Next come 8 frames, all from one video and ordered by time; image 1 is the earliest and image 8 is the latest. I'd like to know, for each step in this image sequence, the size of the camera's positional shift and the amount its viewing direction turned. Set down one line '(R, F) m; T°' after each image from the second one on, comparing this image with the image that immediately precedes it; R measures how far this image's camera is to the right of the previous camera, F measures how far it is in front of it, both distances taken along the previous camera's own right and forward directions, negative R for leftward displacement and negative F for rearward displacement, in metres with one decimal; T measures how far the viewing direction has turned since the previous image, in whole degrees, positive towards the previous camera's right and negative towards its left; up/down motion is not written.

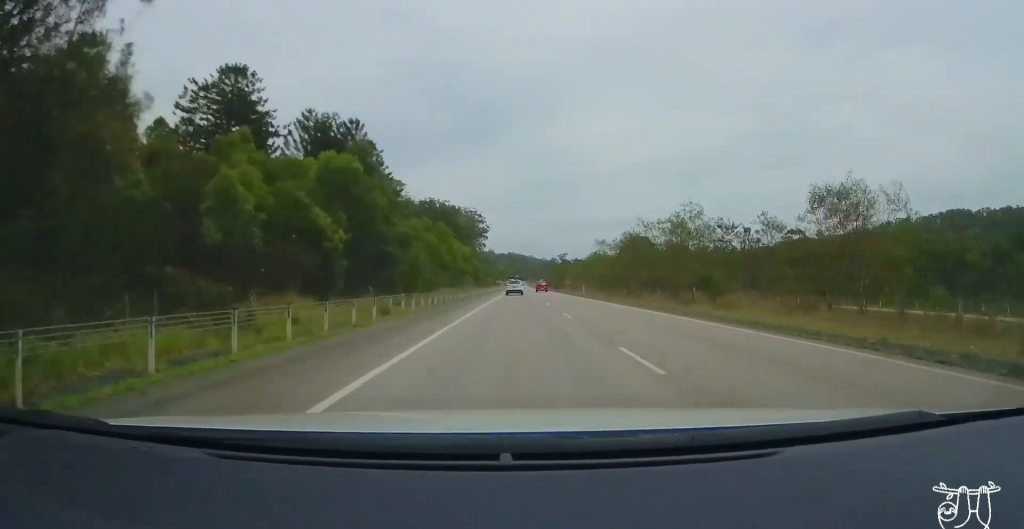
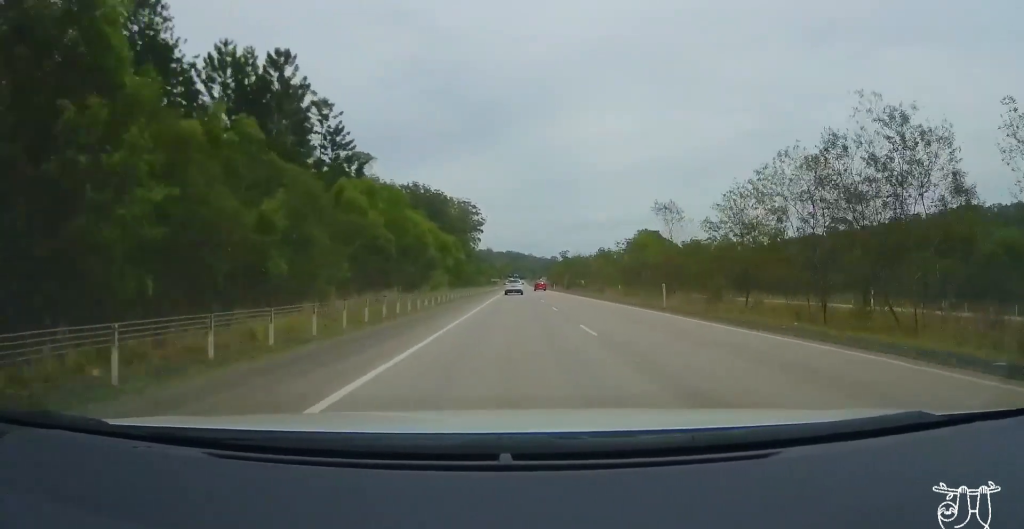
(-0.4, +30.3) m; 0°
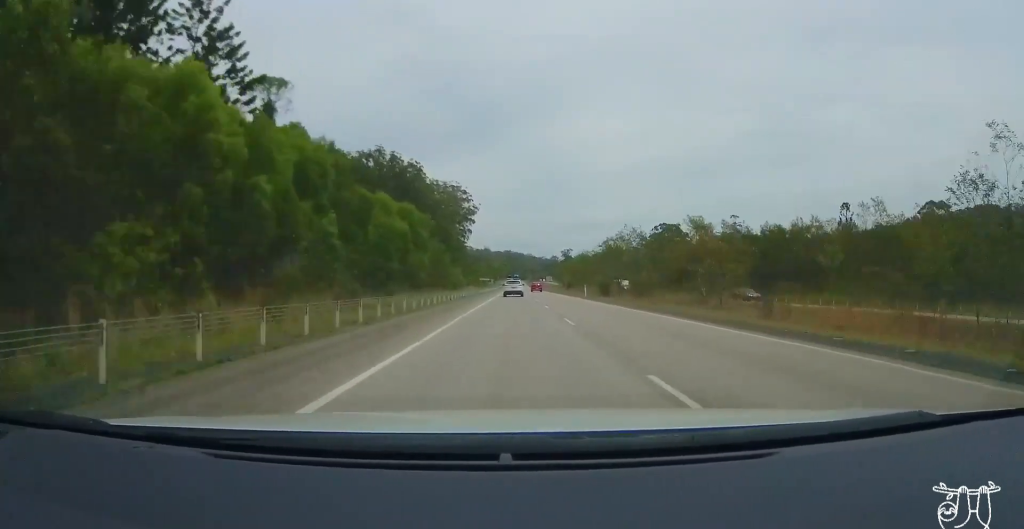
(+0.9, +43.8) m; +2°
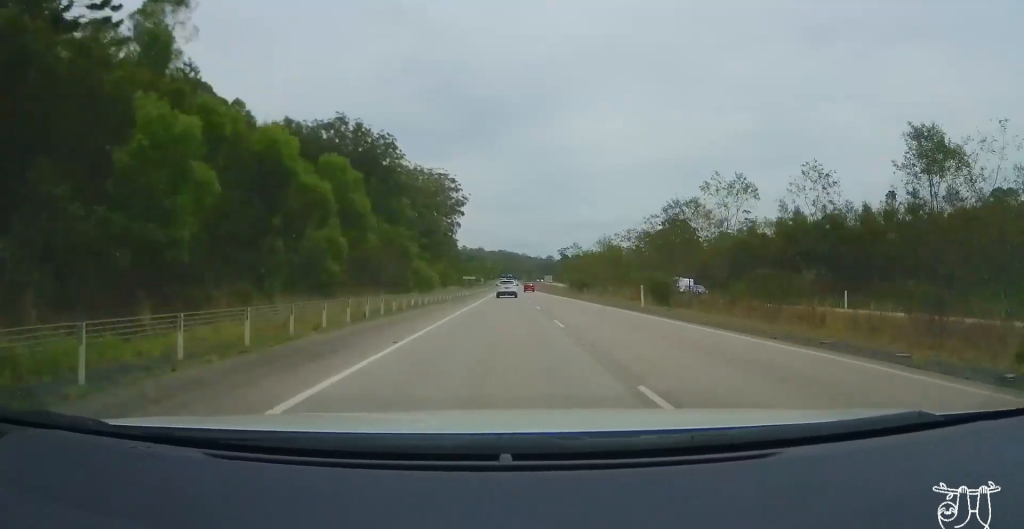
(+0.3, +24.8) m; 0°
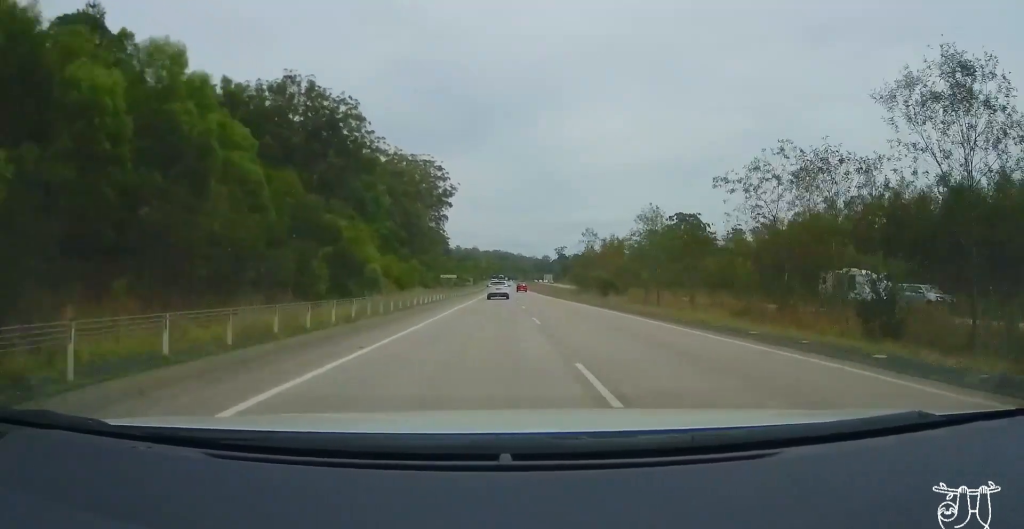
(-0.1, +21.4) m; -1°
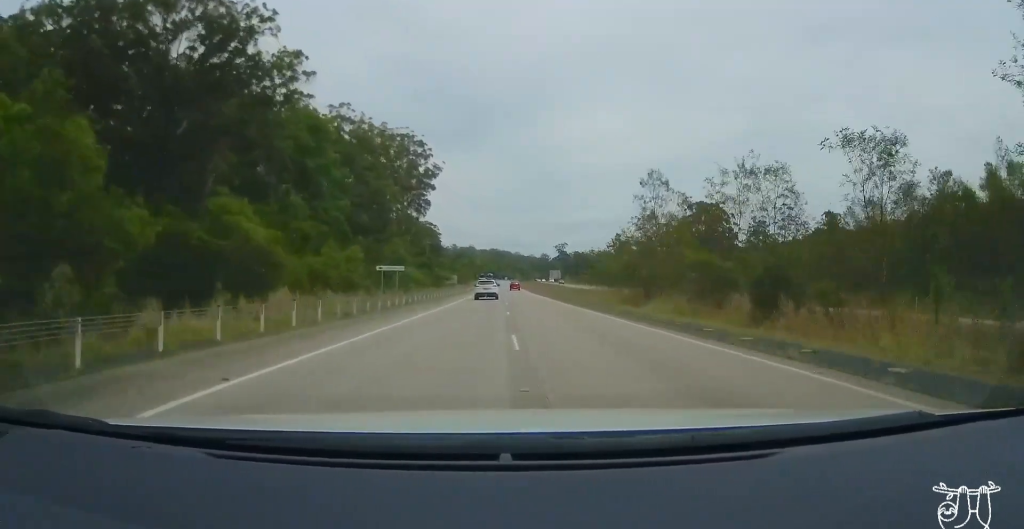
(-0.6, +30.4) m; -1°
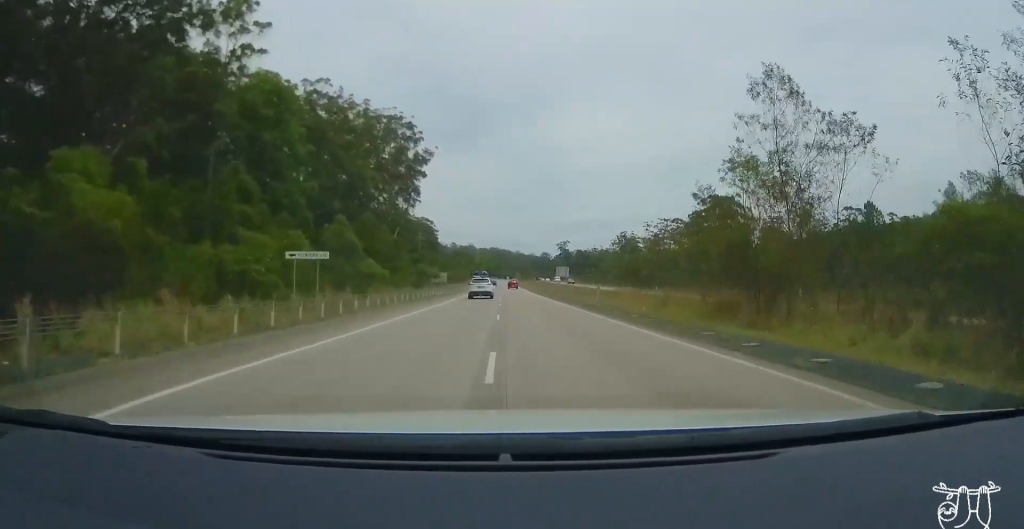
(-0.2, +14.7) m; 0°
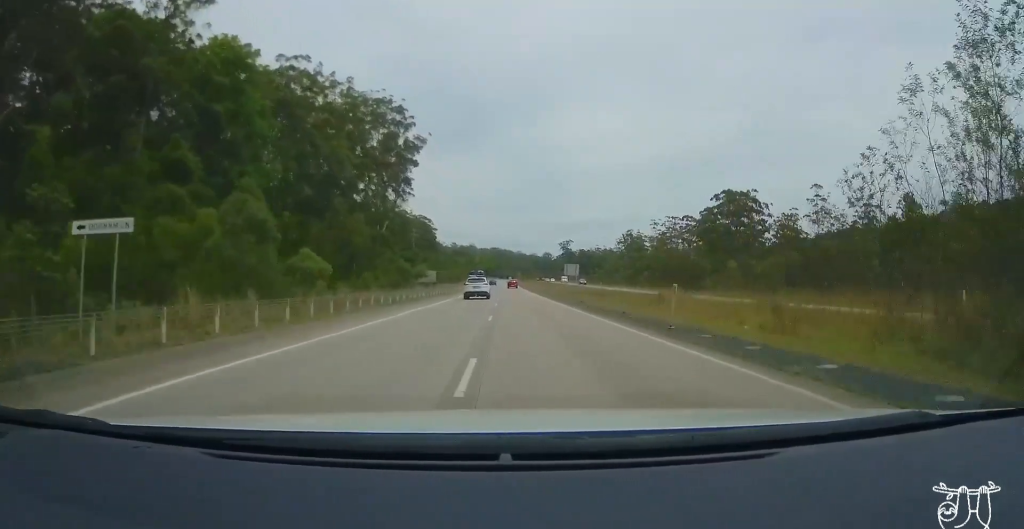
(+0.1, +12.9) m; 0°
